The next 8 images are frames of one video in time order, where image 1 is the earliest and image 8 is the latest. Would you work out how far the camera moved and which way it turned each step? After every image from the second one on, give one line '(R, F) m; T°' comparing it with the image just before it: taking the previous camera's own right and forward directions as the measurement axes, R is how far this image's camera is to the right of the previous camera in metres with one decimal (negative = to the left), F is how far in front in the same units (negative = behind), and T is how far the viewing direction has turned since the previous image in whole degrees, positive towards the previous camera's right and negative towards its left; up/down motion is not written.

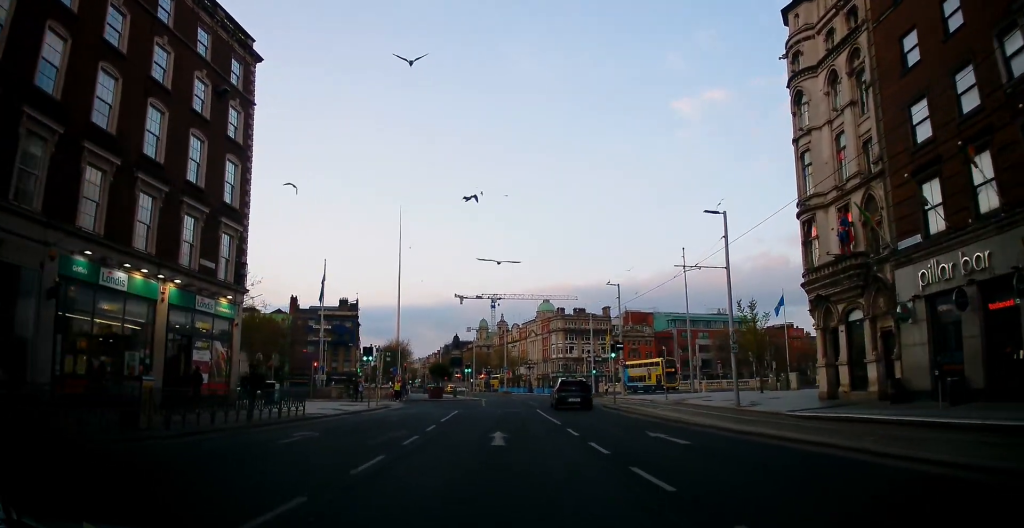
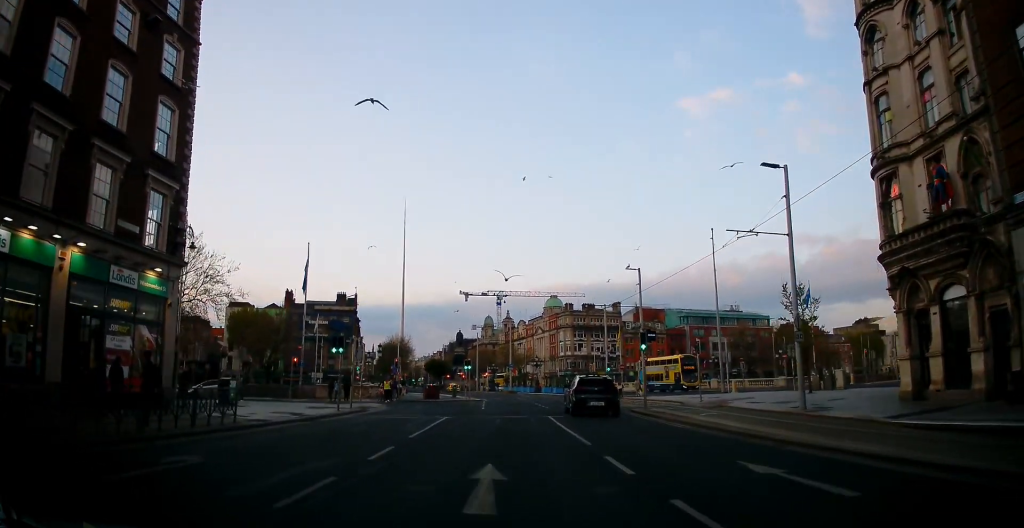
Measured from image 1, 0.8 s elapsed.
(-0.2, +7.0) m; -2°
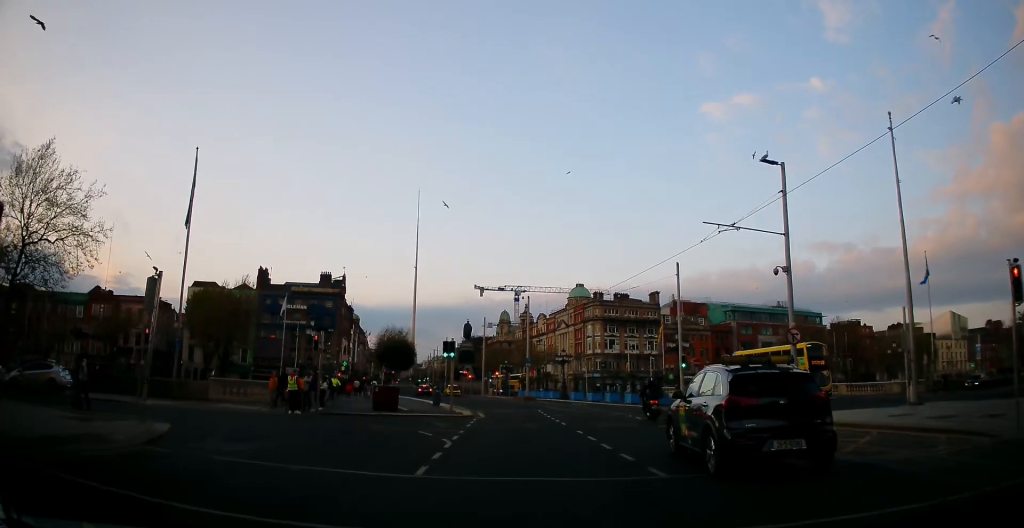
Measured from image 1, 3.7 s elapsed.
(-0.6, +22.5) m; -2°
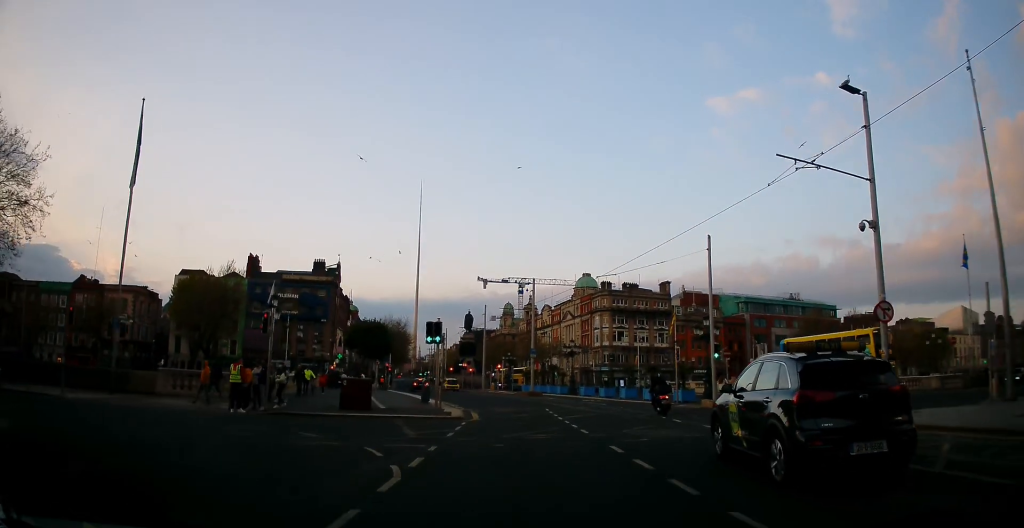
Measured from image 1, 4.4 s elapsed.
(+0.2, +5.6) m; +2°
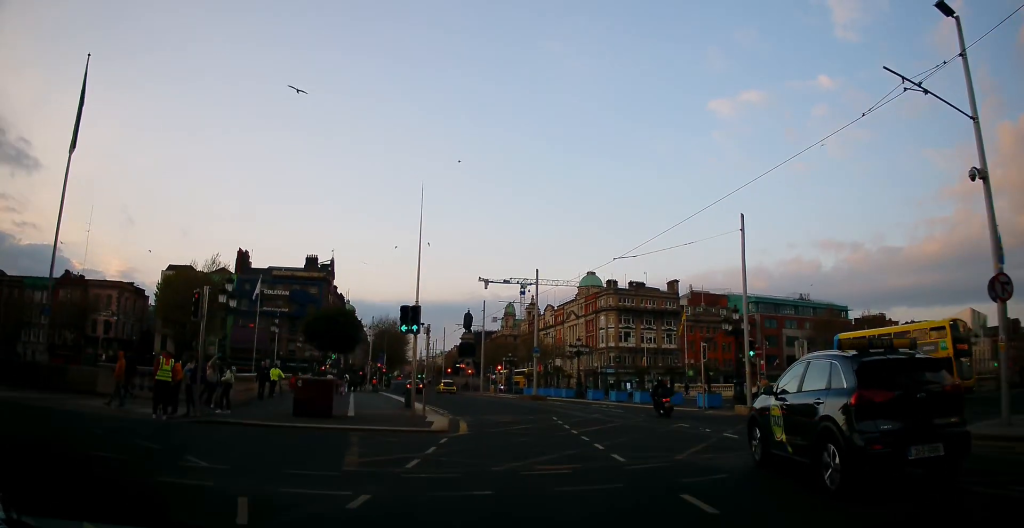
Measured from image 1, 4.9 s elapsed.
(+0.1, +4.7) m; 0°
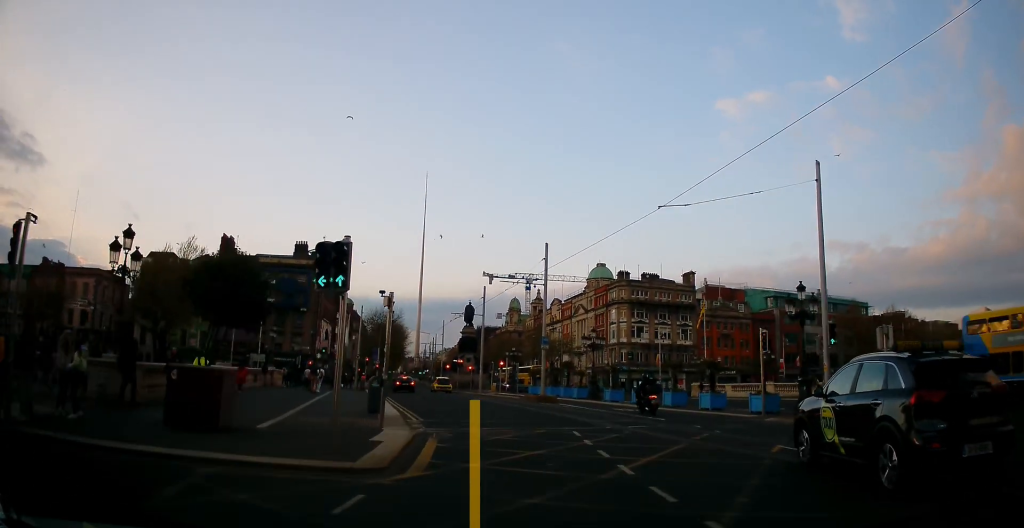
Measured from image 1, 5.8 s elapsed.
(0.0, +7.4) m; -2°
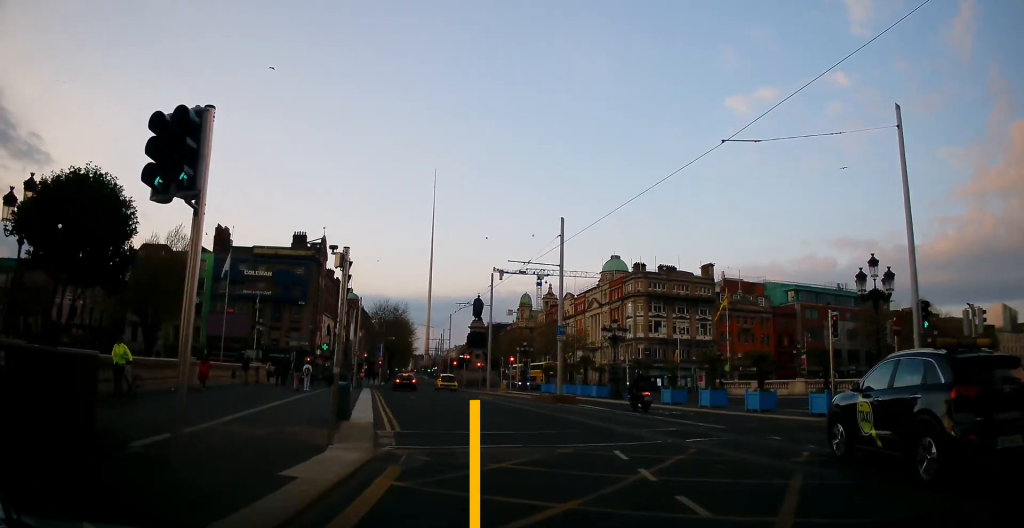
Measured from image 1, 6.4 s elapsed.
(-0.1, +5.0) m; -4°
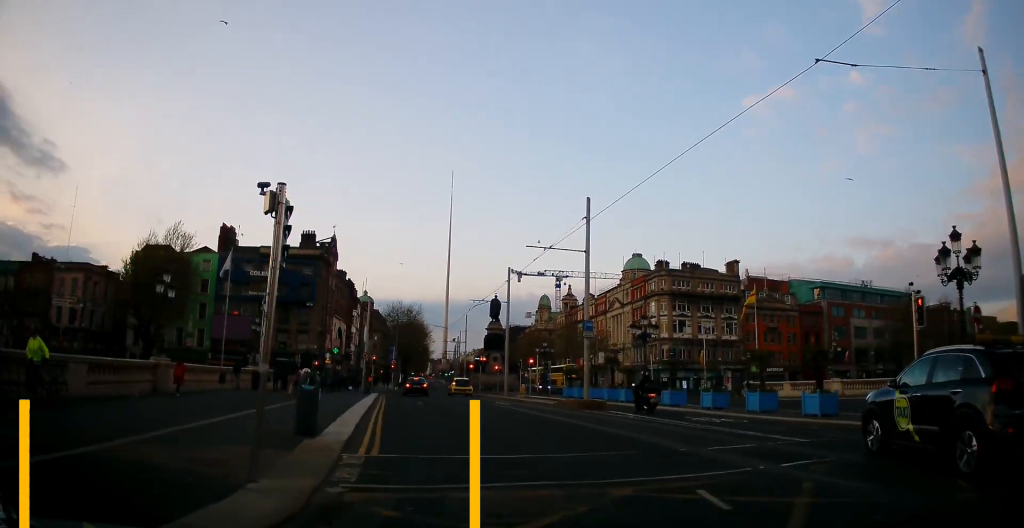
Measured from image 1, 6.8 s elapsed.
(0.0, +3.6) m; -3°
